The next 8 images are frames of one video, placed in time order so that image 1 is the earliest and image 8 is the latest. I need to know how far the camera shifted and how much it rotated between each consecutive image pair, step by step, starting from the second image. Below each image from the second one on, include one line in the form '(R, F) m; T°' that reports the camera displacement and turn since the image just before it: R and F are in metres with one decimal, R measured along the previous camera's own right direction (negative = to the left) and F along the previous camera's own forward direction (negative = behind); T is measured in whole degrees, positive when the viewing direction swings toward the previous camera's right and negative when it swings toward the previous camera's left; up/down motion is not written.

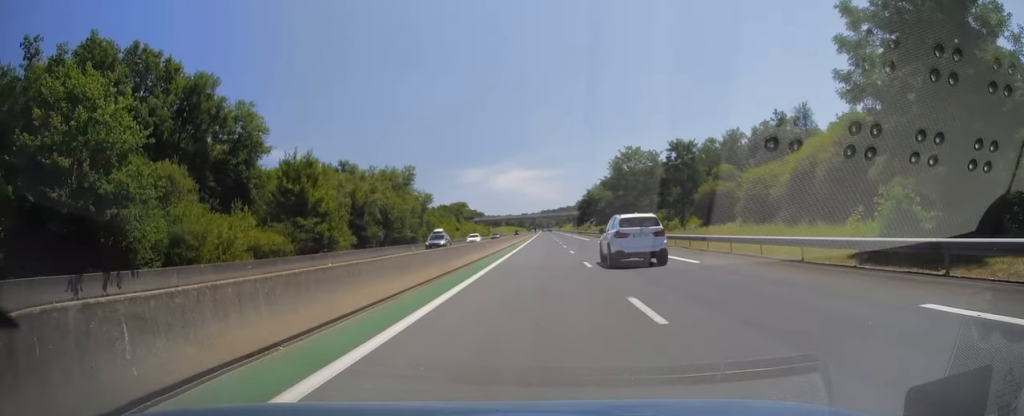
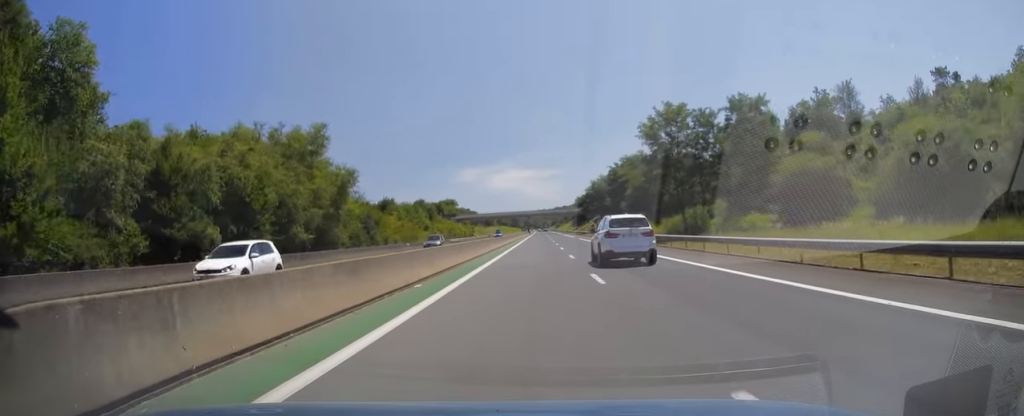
(-0.1, +32.9) m; 0°
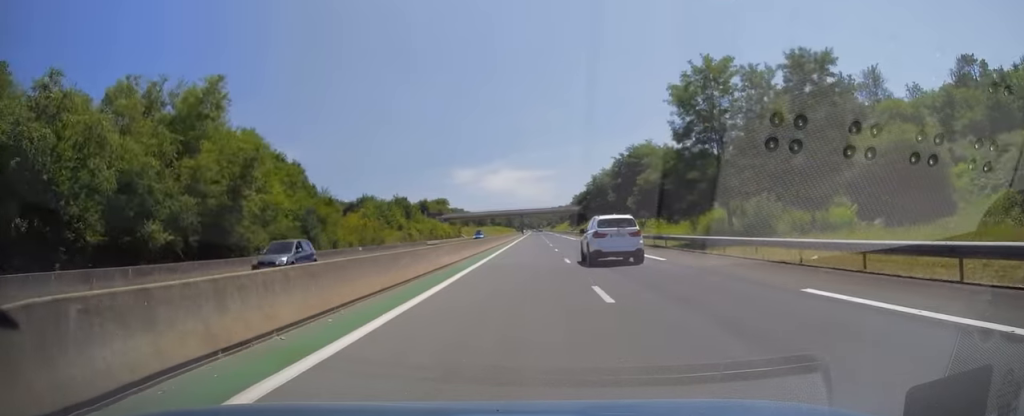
(0.0, +17.0) m; 0°
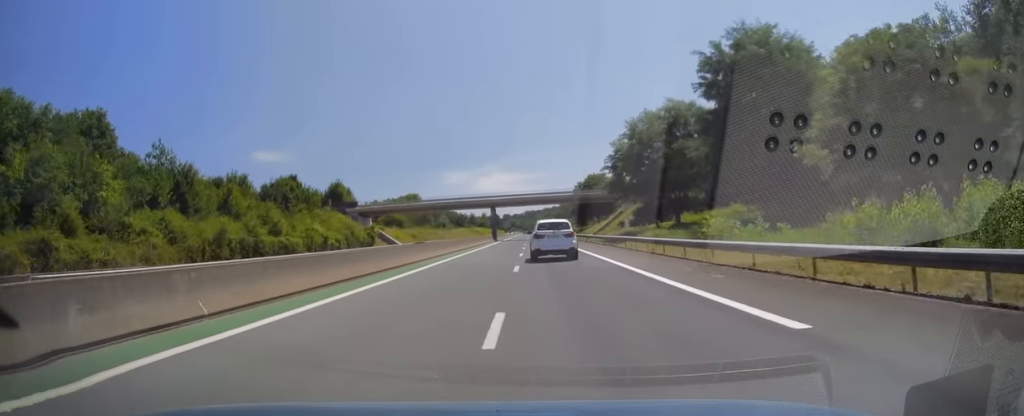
(+1.2, +69.0) m; +1°
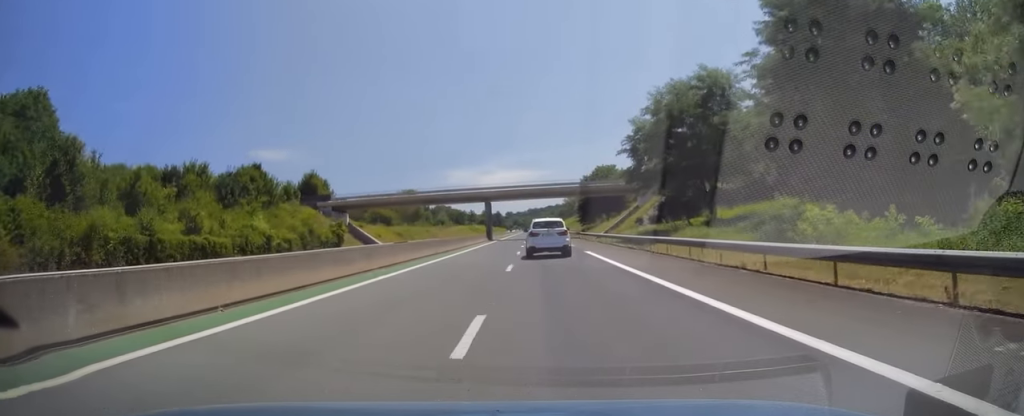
(0.0, +13.5) m; -1°
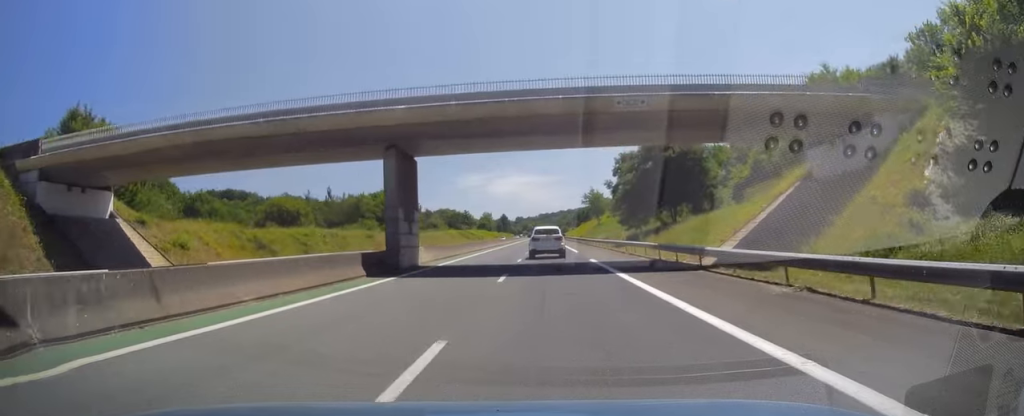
(+0.1, +53.8) m; 0°
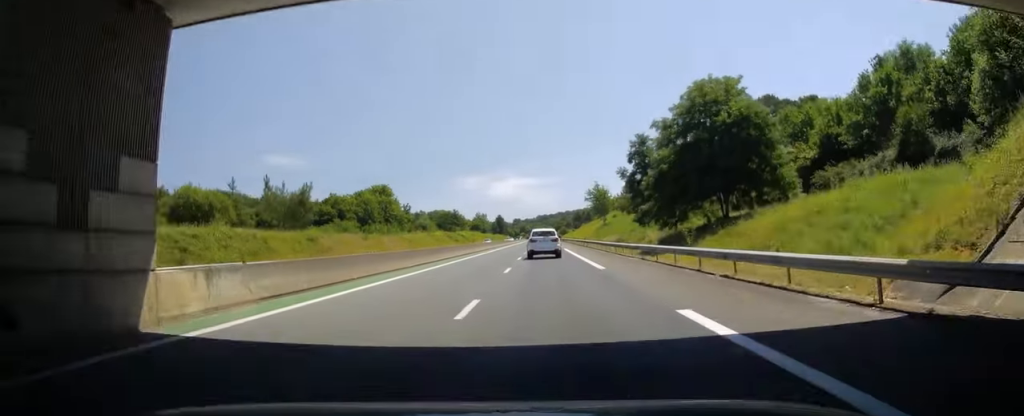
(-0.3, +20.3) m; 0°
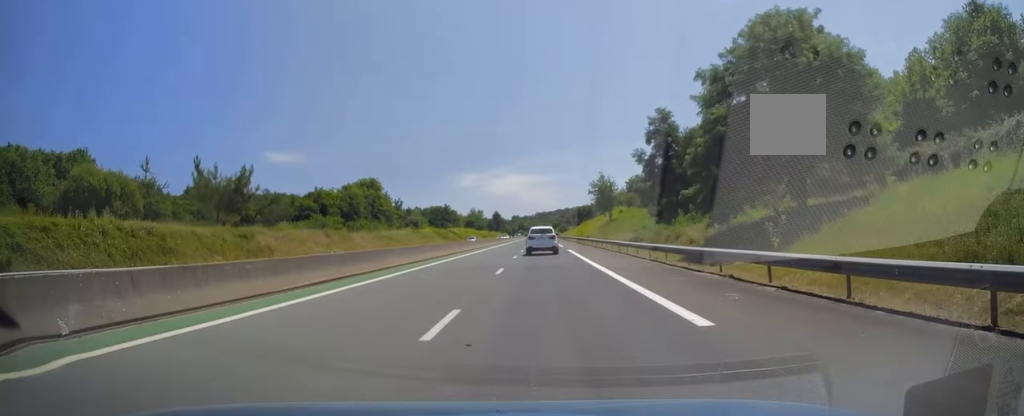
(0.0, +15.0) m; 0°
